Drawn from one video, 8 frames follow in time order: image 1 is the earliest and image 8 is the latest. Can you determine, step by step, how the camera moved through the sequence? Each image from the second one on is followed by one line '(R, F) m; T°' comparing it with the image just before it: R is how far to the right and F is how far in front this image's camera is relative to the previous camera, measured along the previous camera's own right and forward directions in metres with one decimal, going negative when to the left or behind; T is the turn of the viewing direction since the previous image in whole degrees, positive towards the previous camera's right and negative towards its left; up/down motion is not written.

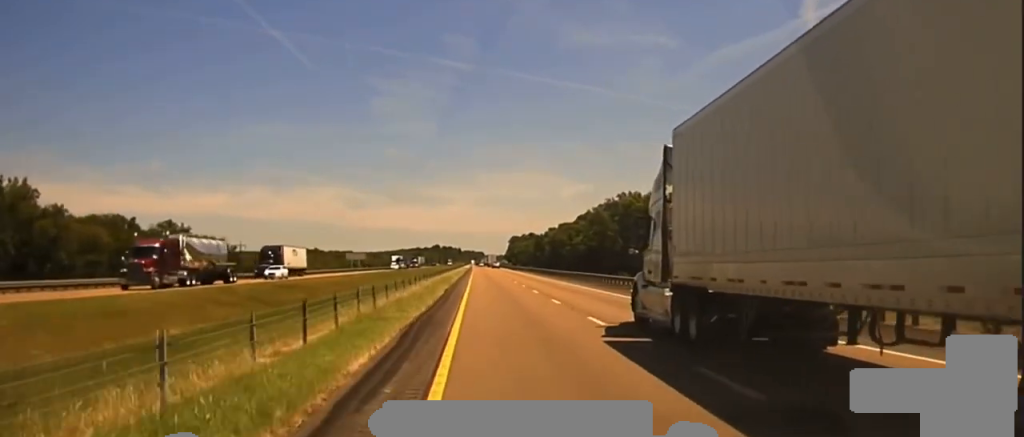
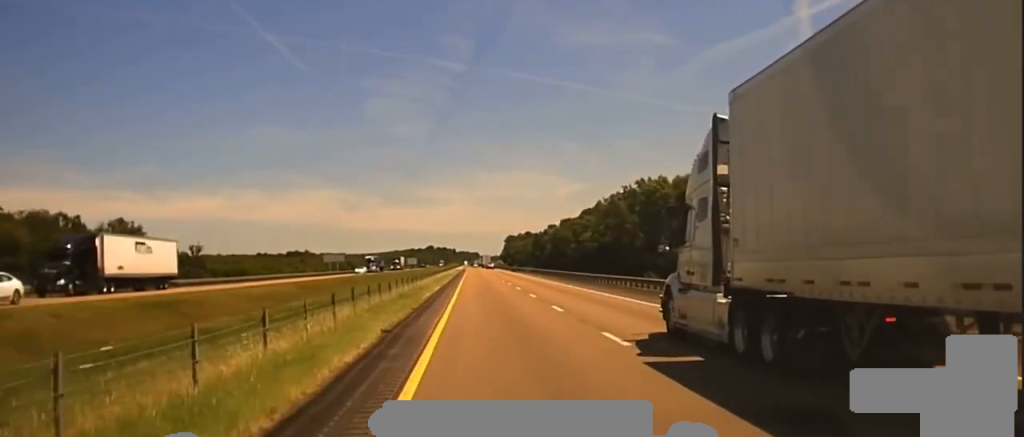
(+0.1, +32.5) m; 0°
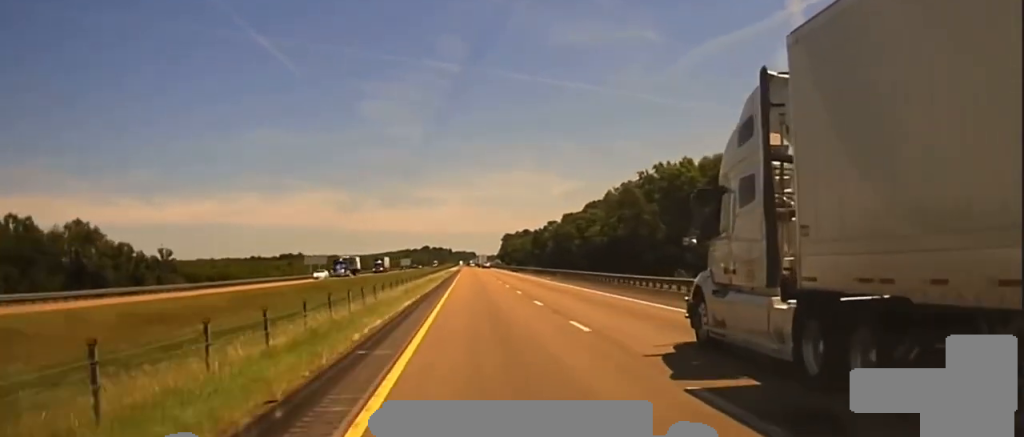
(0.0, +22.7) m; 0°
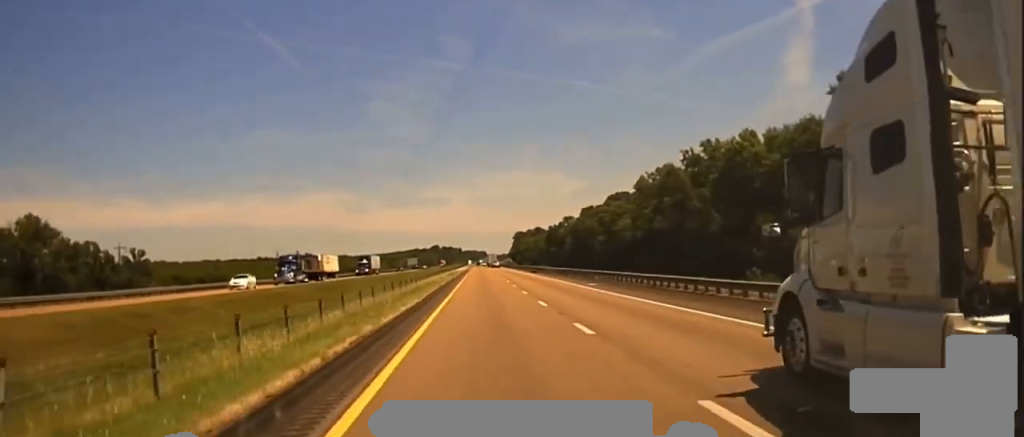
(-0.1, +26.7) m; -1°
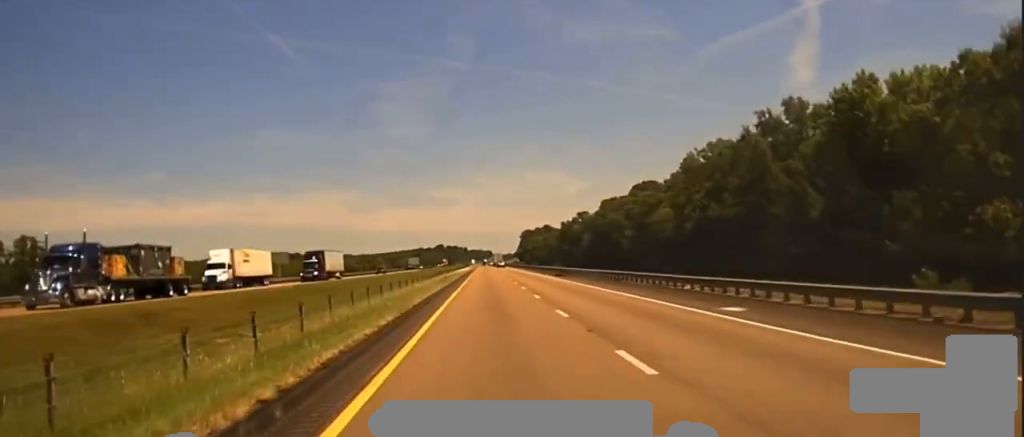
(-0.3, +32.4) m; 0°
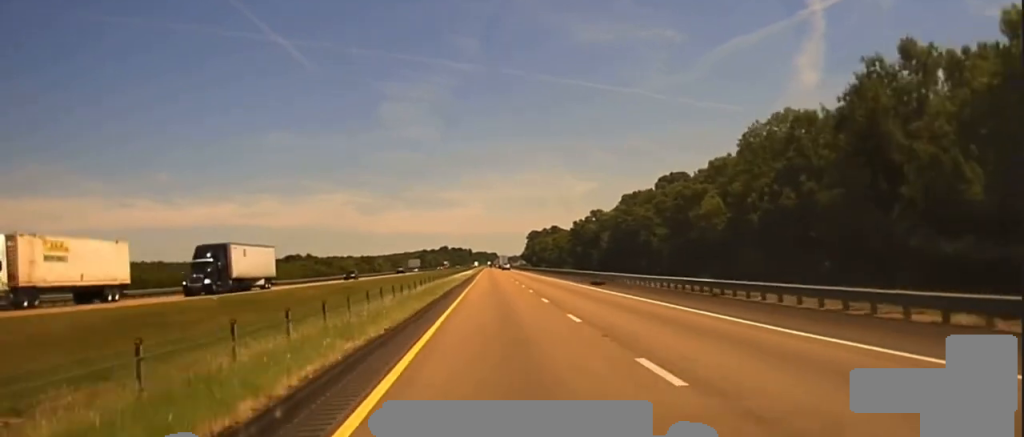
(+0.1, +26.3) m; 0°
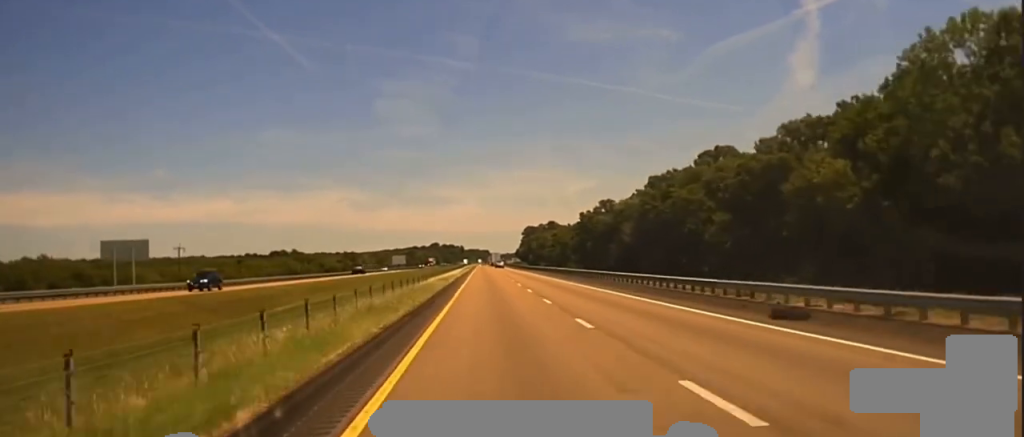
(+0.2, +40.0) m; 0°
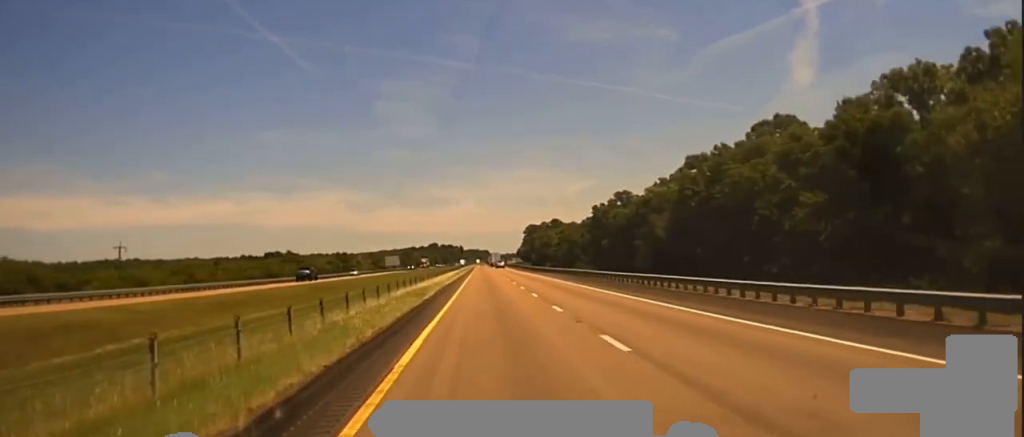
(0.0, +29.8) m; 0°
